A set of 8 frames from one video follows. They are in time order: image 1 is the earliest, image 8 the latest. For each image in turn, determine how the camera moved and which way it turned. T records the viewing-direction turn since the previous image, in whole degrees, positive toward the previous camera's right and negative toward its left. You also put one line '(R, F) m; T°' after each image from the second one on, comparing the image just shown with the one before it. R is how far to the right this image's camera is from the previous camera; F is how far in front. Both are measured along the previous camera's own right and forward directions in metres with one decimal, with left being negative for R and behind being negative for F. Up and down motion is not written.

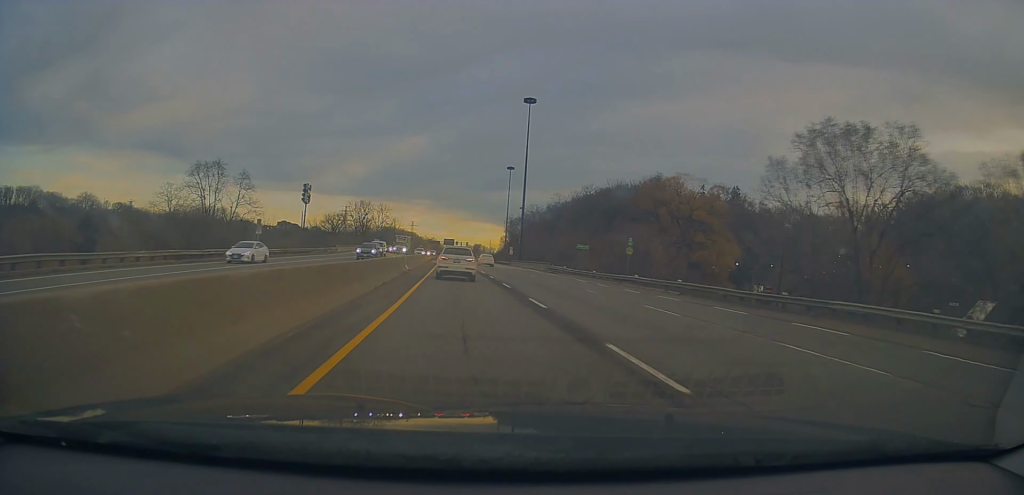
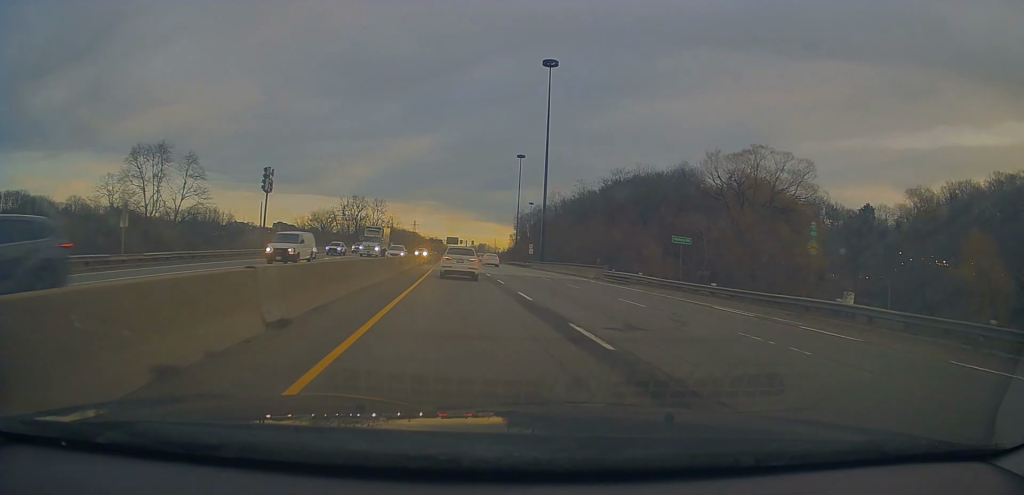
(0.0, +24.4) m; -1°
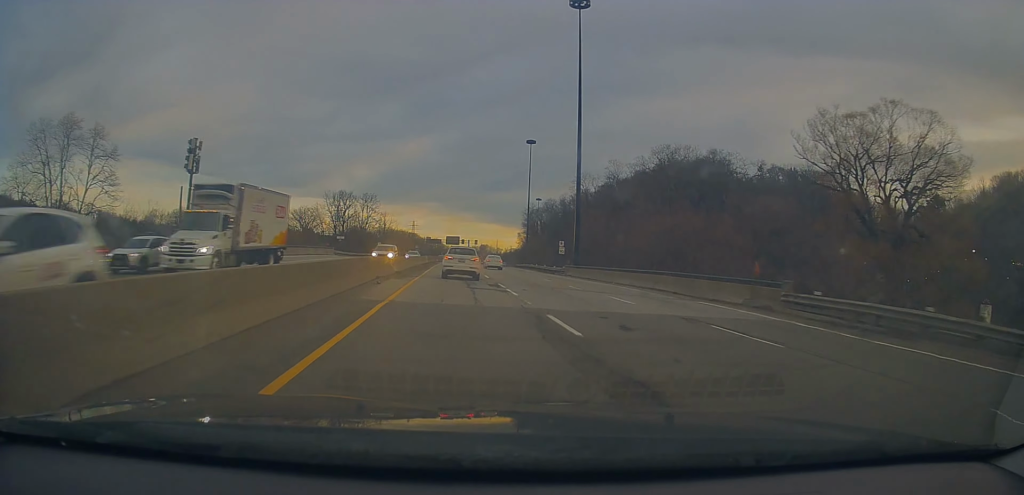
(-0.3, +25.5) m; -1°
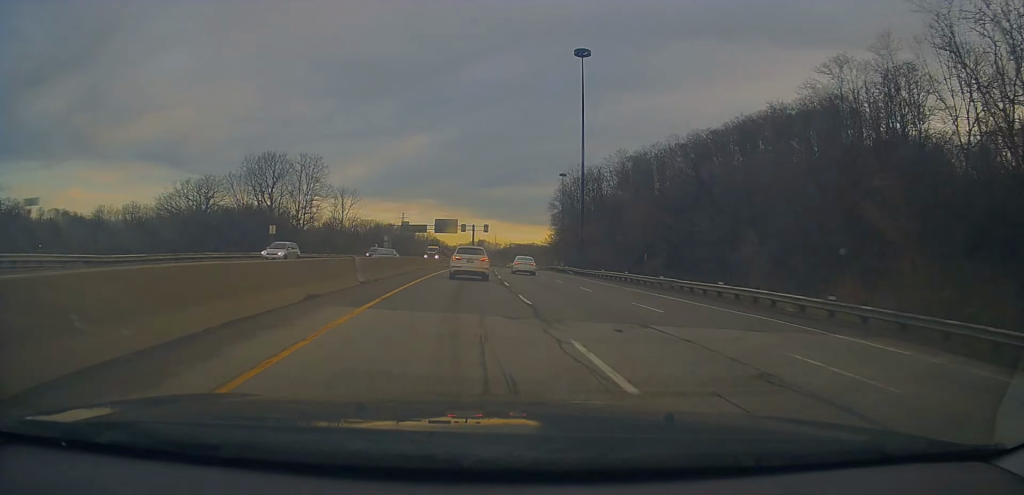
(+0.6, +71.1) m; +1°
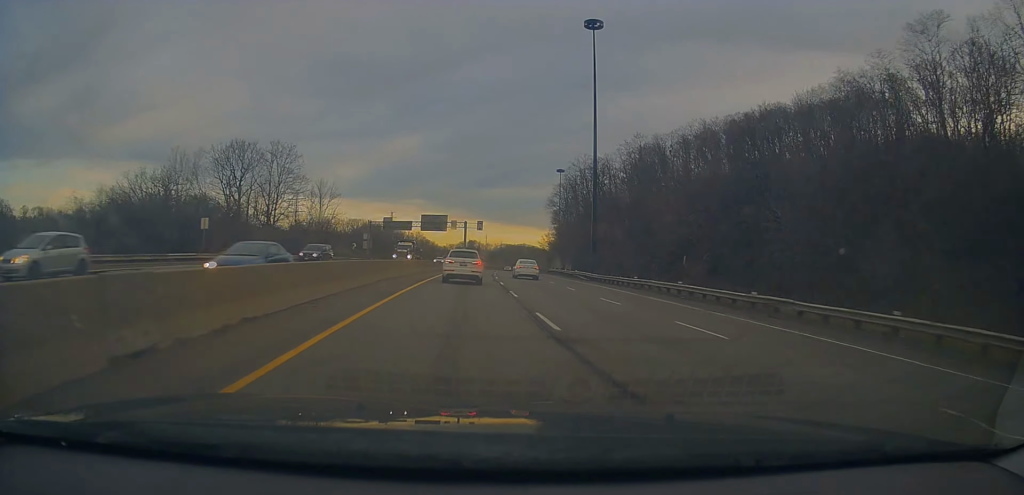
(-0.2, +13.2) m; +1°
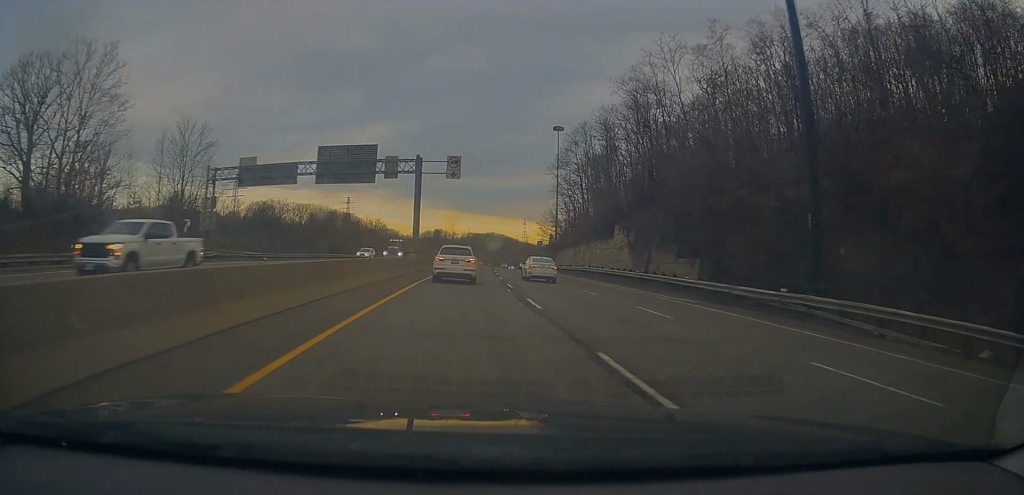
(+1.6, +51.7) m; +4°
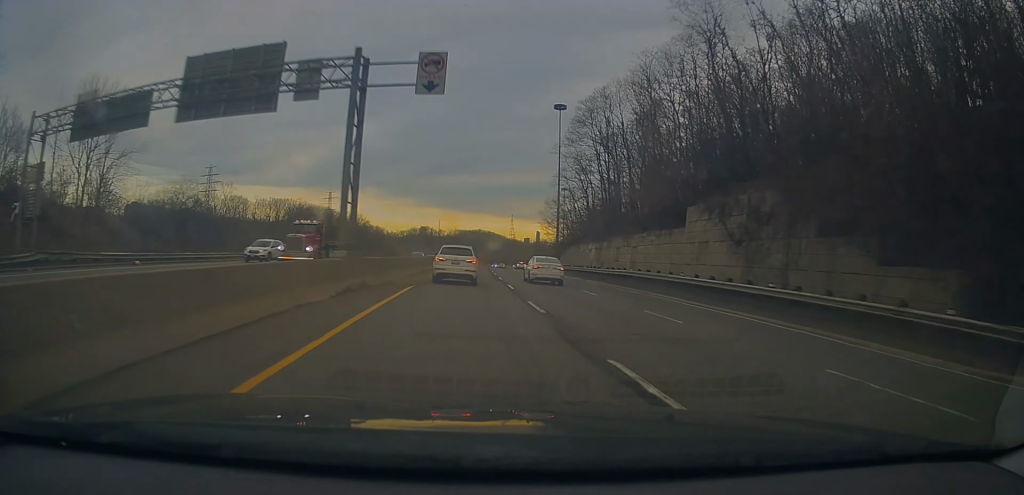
(-0.2, +19.1) m; +1°
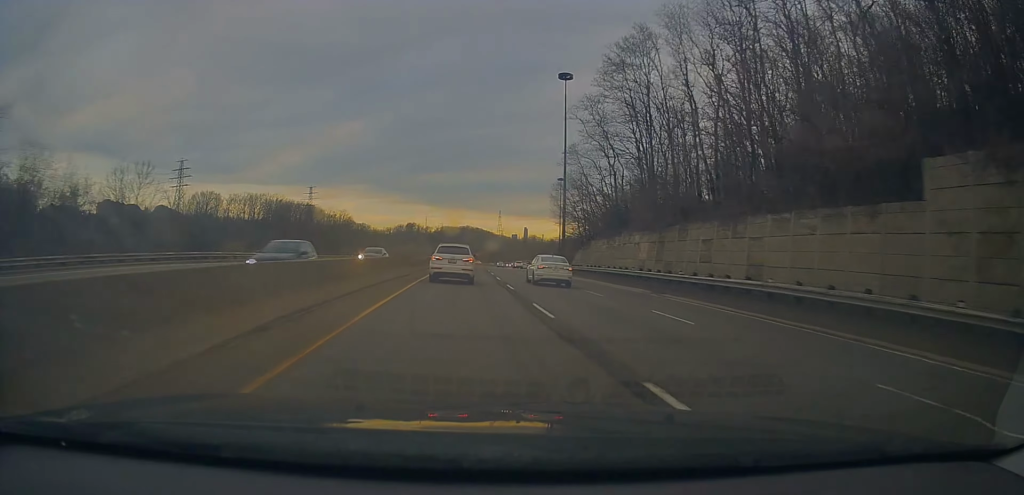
(+0.5, +19.9) m; +1°
